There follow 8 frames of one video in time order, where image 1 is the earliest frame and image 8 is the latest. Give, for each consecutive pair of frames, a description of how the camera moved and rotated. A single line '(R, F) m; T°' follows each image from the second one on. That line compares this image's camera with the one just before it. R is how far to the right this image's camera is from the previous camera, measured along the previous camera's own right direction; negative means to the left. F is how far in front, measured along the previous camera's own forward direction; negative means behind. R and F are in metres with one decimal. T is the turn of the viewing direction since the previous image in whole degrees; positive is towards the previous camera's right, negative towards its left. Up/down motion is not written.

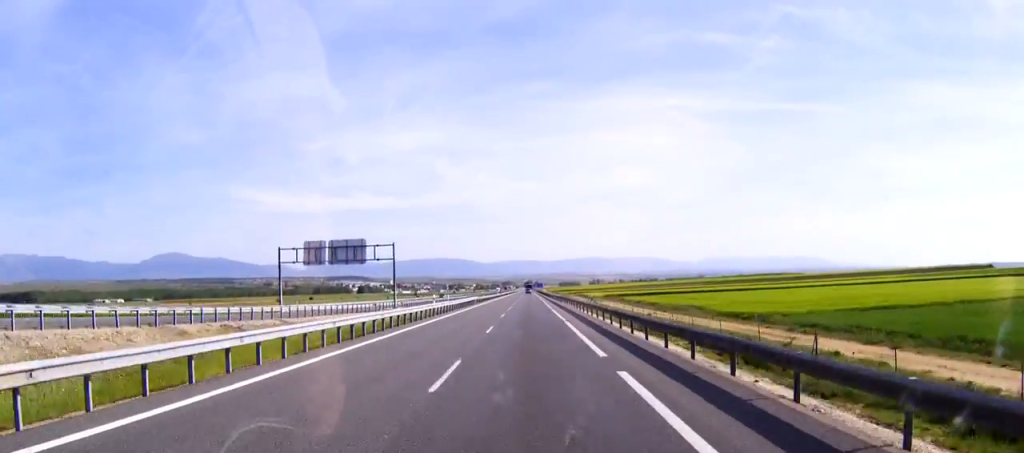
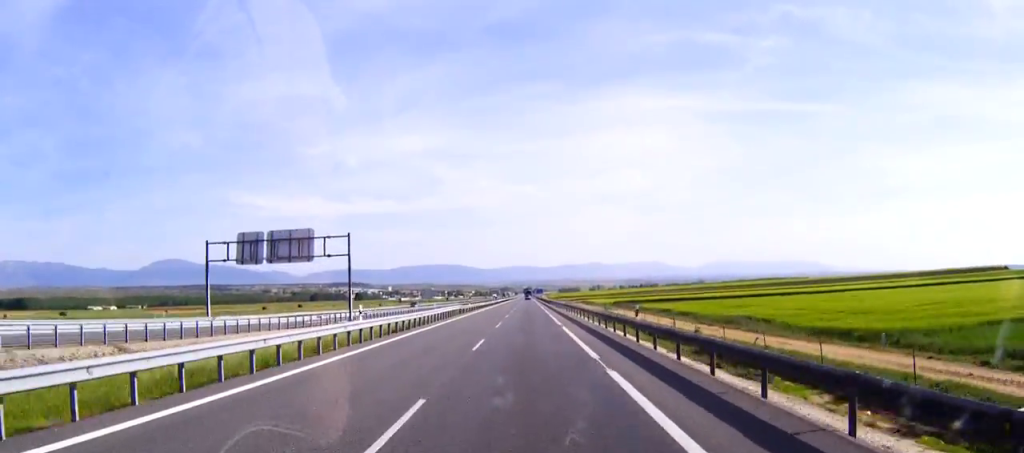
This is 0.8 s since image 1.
(0.0, +22.6) m; 0°
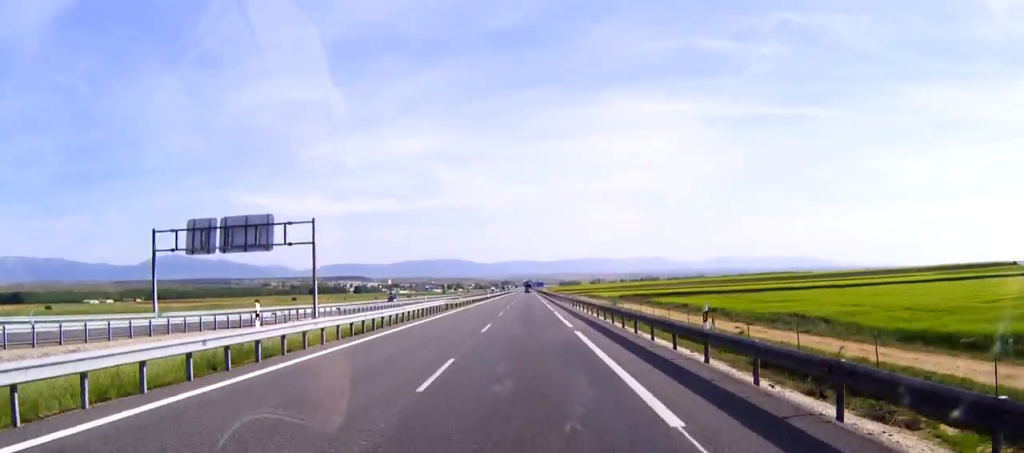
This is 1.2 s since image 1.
(0.0, +11.7) m; 0°
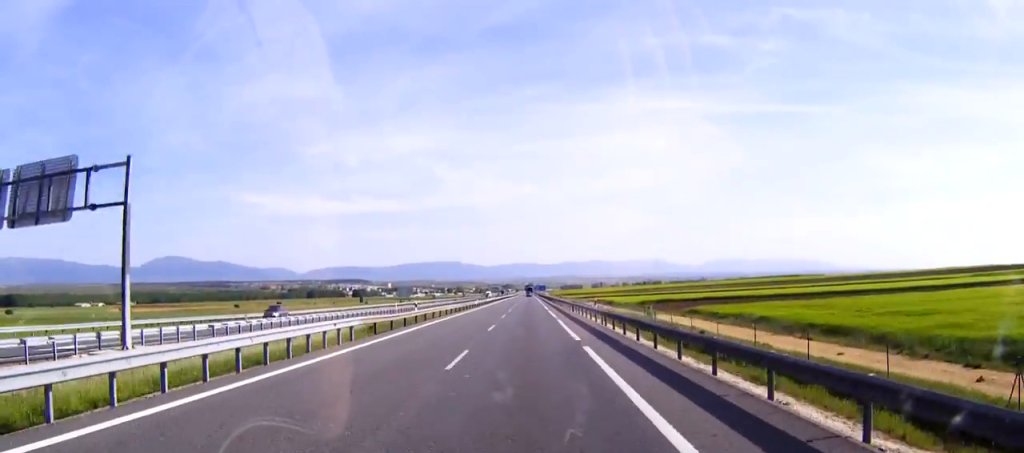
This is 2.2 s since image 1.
(0.0, +29.1) m; 0°
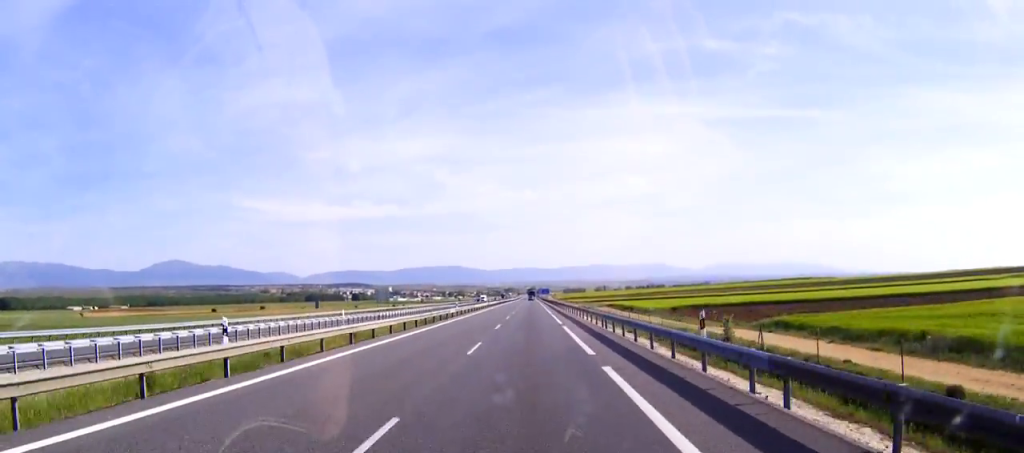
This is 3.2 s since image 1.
(0.0, +28.9) m; 0°
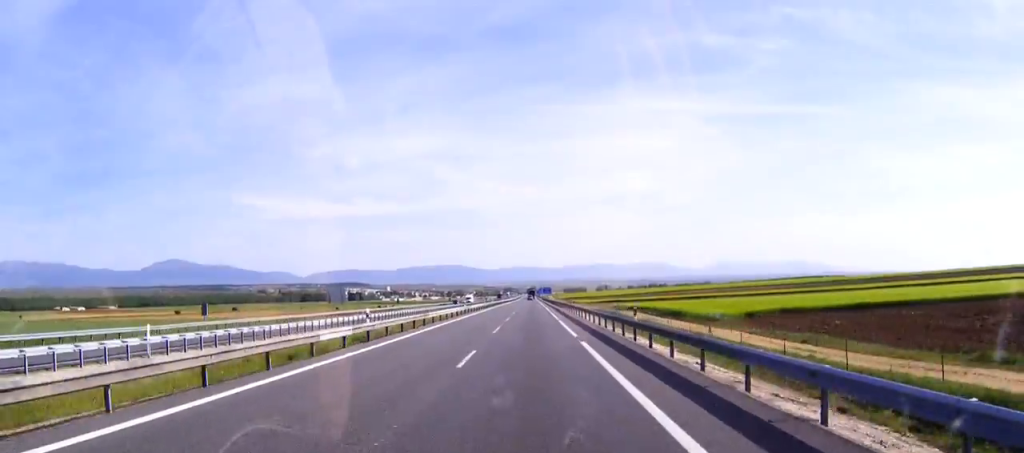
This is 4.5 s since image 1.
(0.0, +37.5) m; 0°
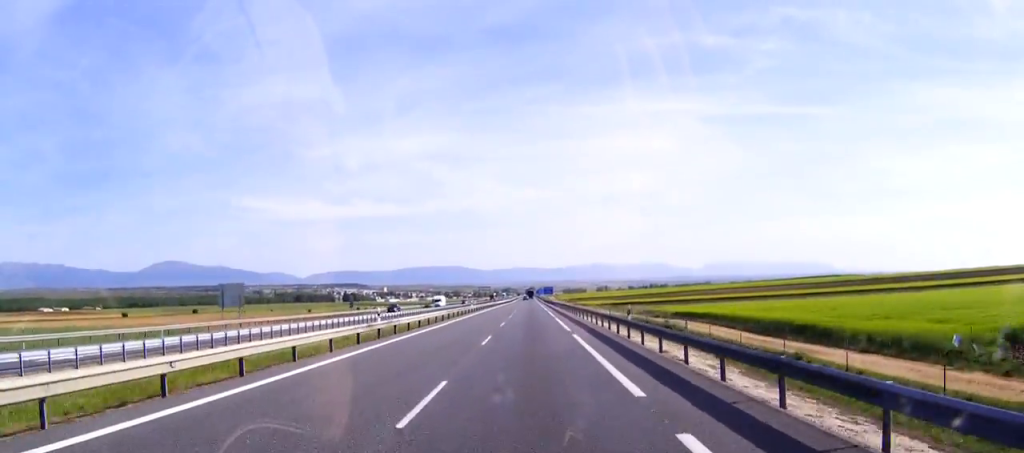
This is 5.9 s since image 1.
(0.0, +42.0) m; 0°
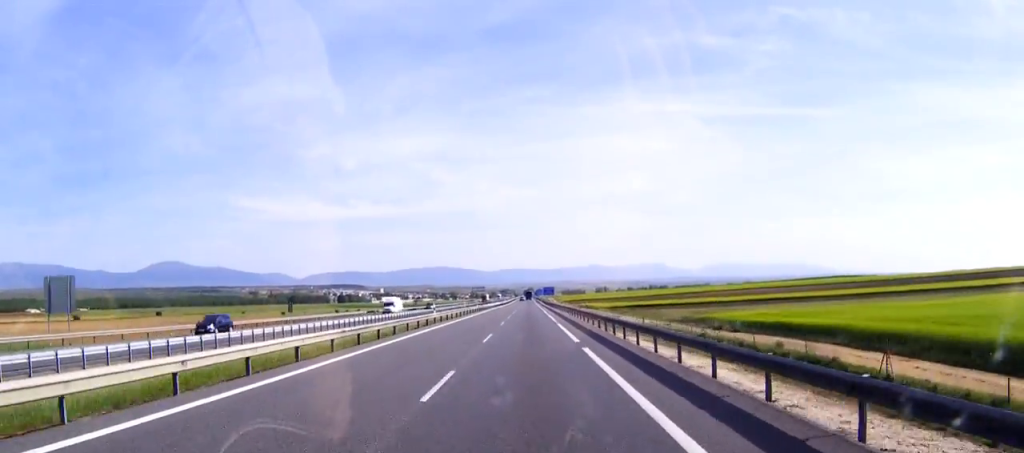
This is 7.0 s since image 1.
(+0.1, +31.4) m; 0°
